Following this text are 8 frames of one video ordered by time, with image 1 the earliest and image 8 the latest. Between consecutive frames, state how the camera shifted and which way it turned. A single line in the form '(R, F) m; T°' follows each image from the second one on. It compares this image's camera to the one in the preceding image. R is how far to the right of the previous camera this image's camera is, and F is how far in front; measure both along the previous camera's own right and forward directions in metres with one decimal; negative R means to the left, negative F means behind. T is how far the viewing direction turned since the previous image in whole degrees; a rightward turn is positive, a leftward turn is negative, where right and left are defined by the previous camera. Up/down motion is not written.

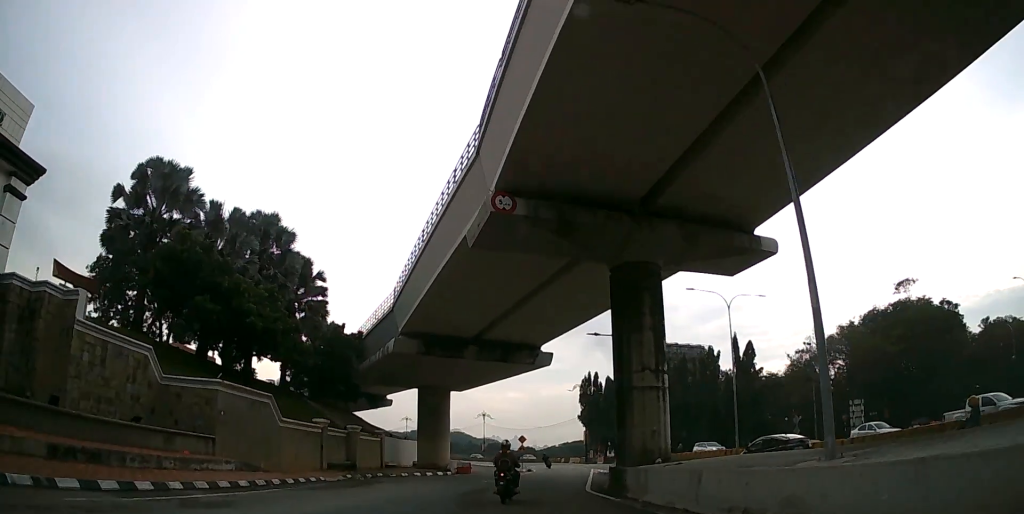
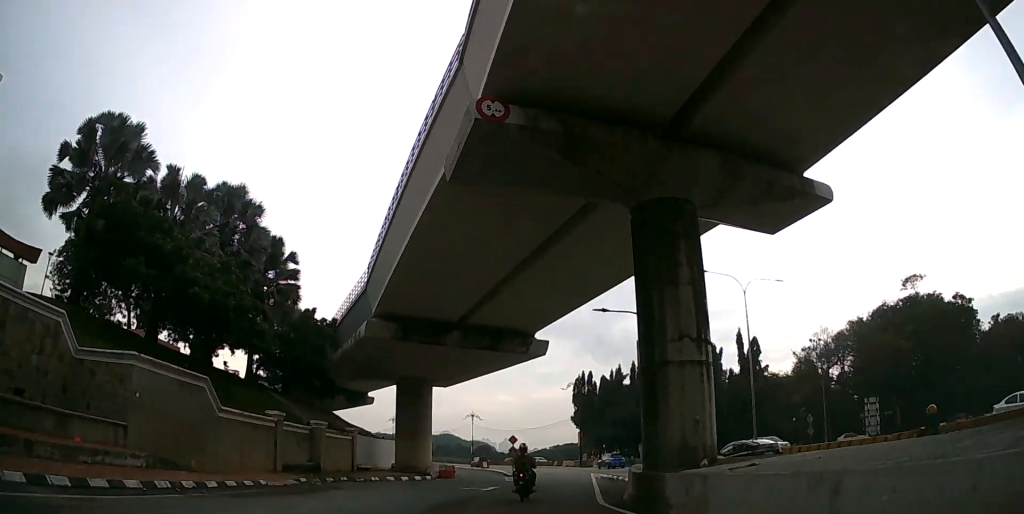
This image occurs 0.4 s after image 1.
(0.0, +4.9) m; 0°
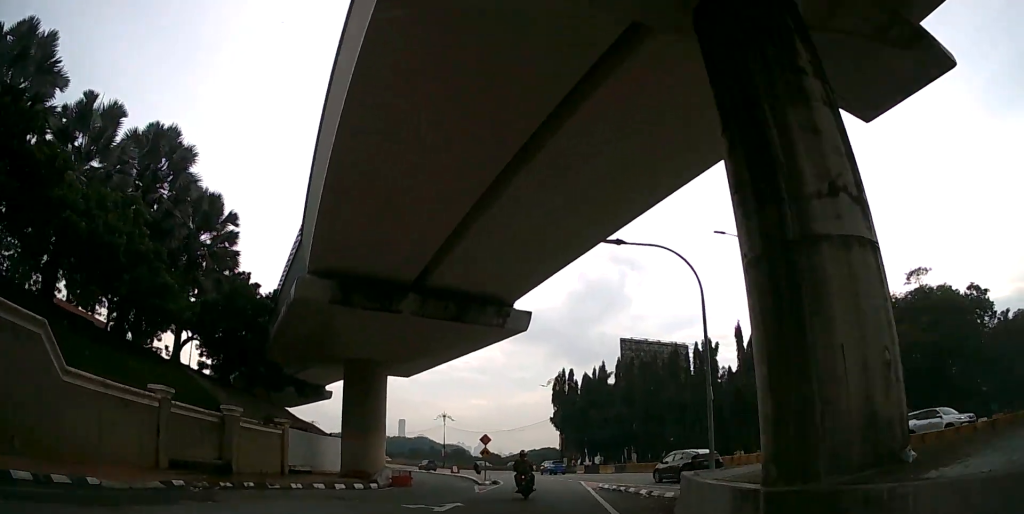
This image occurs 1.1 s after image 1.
(0.0, +7.6) m; +1°
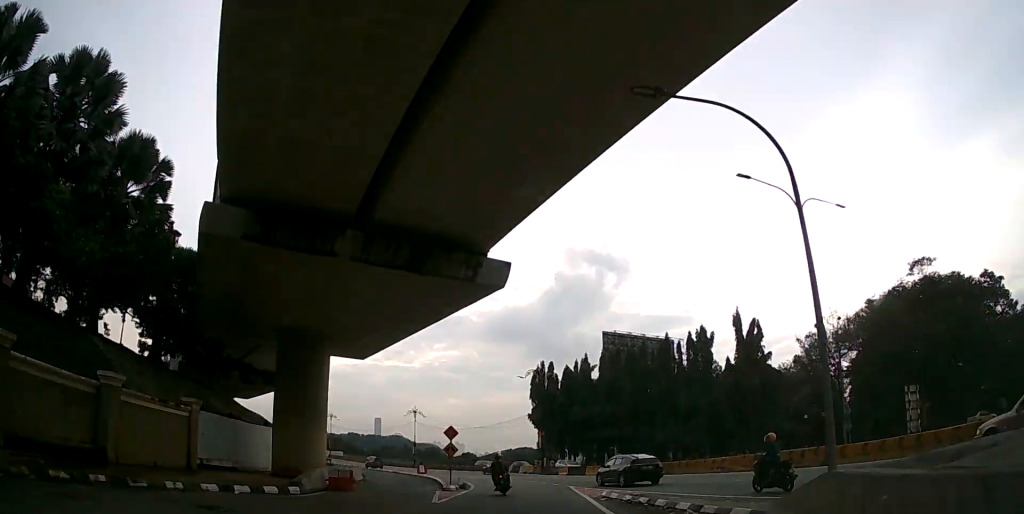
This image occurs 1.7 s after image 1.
(0.0, +6.7) m; +1°
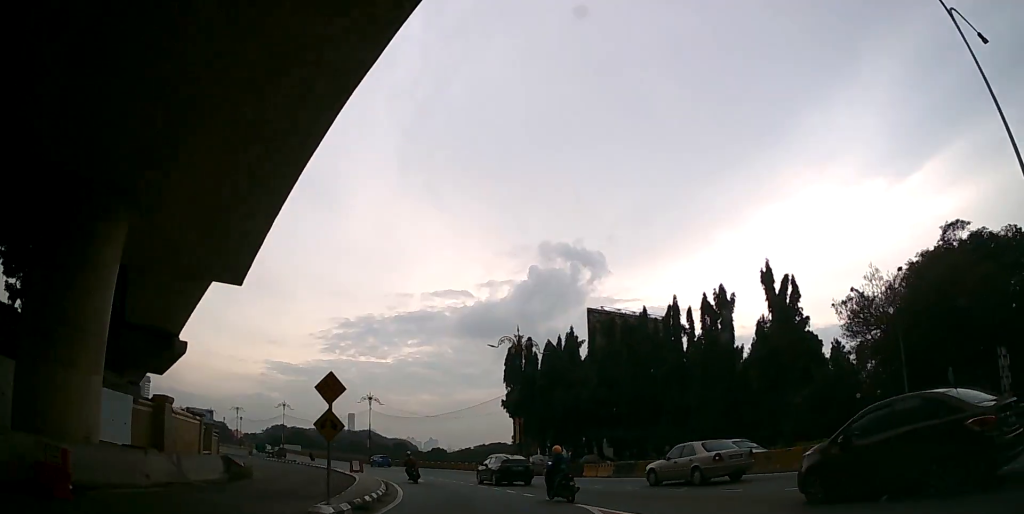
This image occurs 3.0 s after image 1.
(+0.3, +14.8) m; +2°
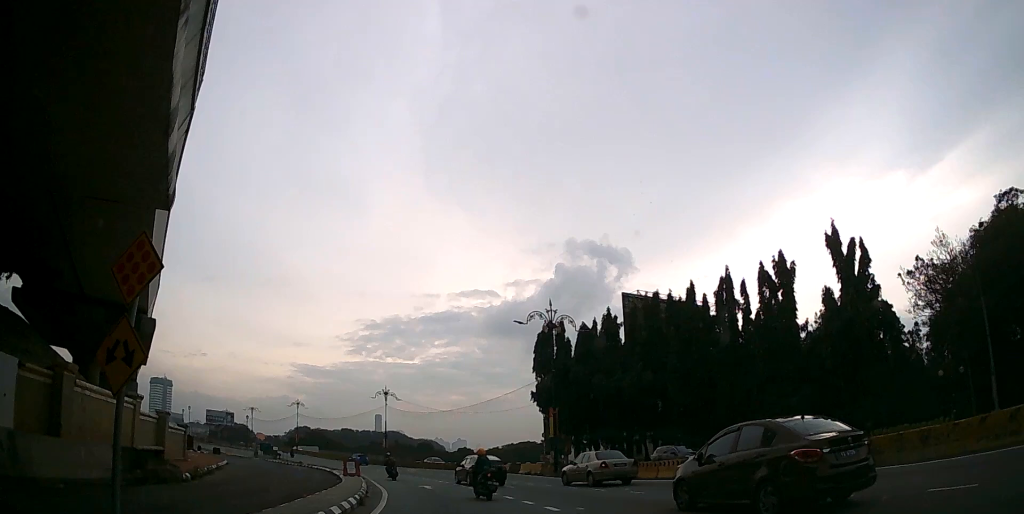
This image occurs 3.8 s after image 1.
(0.0, +8.2) m; -2°
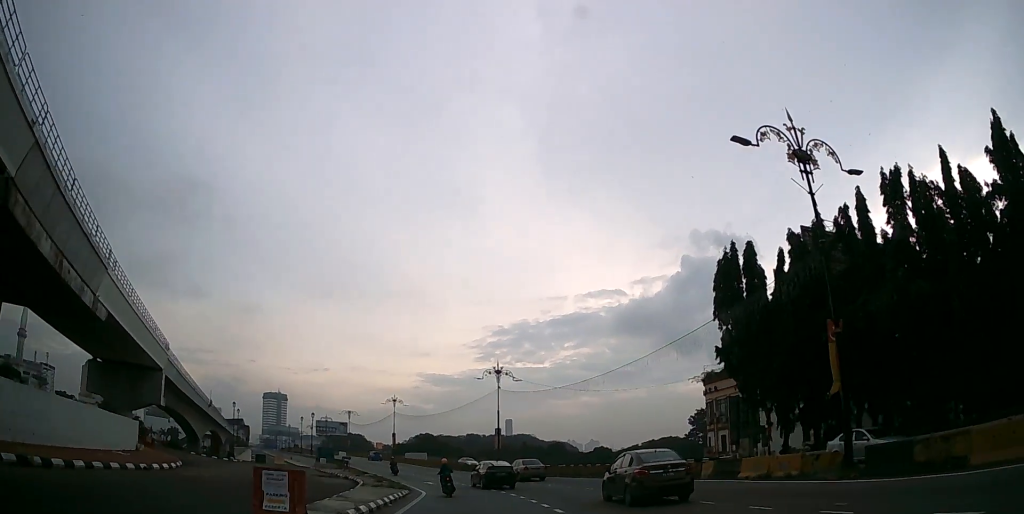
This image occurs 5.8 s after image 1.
(-3.0, +26.3) m; -13°
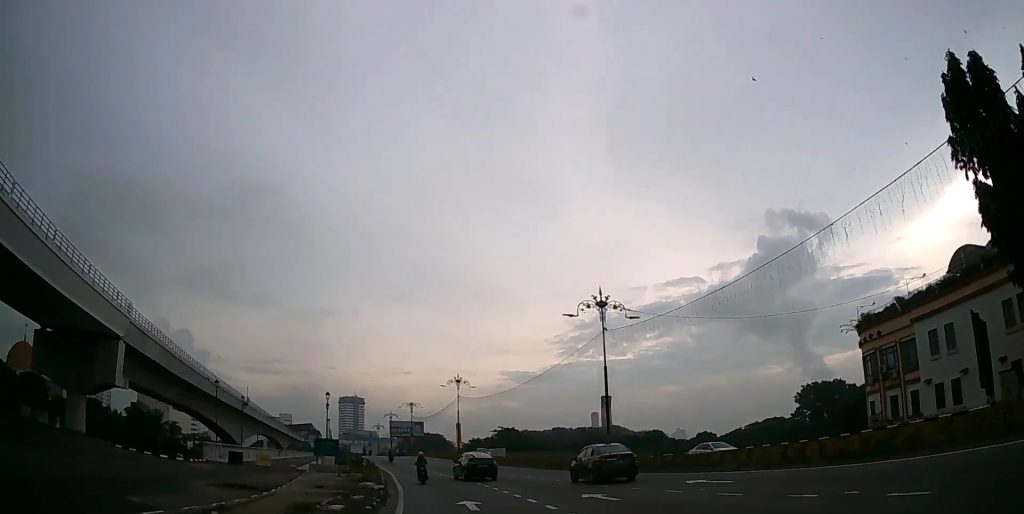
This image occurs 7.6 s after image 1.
(-2.5, +25.0) m; -13°
